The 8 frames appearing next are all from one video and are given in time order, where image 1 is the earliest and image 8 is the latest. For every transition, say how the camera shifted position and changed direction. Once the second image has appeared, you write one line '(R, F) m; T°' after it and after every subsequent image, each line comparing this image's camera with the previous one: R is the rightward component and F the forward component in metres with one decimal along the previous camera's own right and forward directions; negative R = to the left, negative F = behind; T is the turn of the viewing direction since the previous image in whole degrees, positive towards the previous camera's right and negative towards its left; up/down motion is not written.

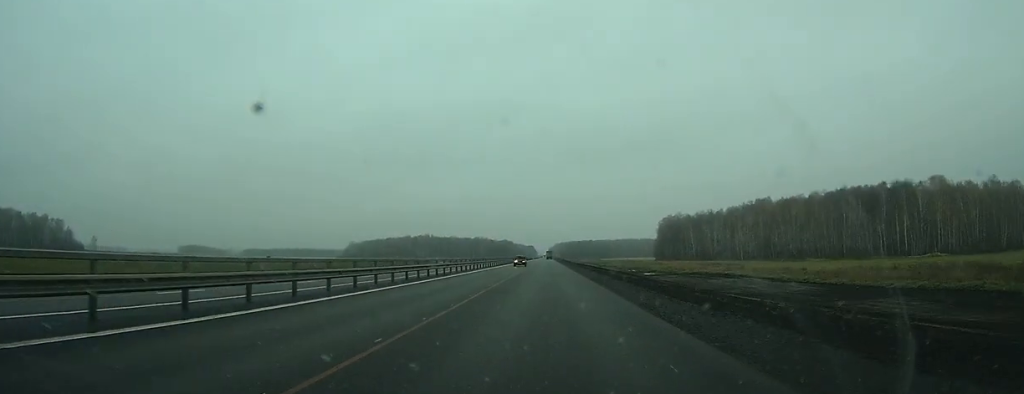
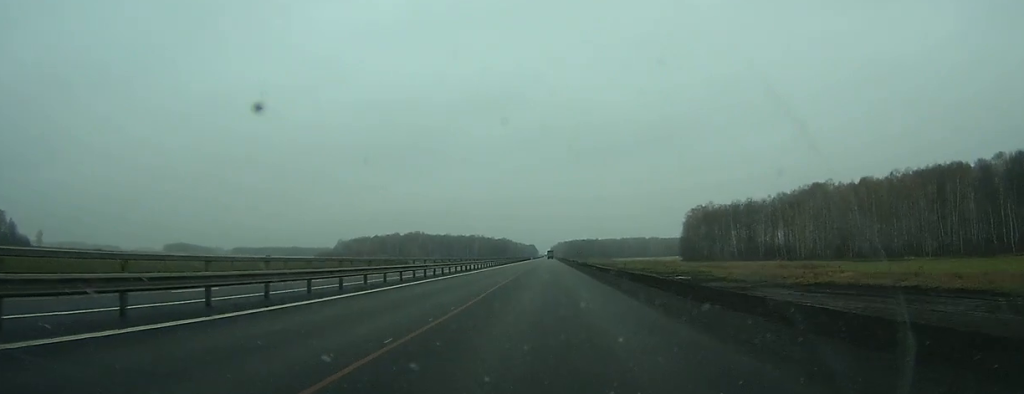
(-0.1, +58.3) m; 0°
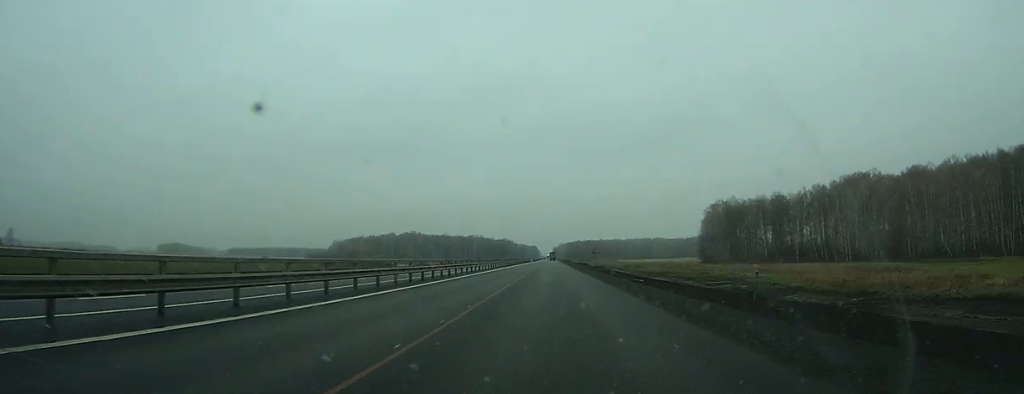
(-0.1, +28.1) m; 0°
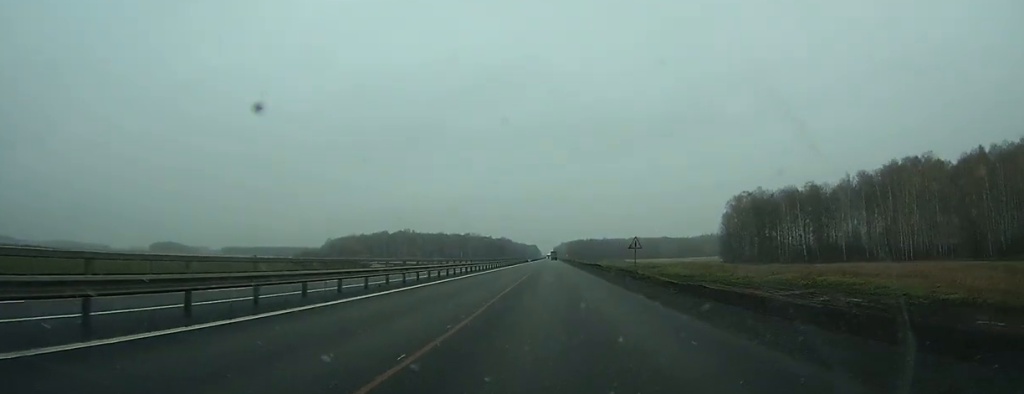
(-0.1, +28.0) m; 0°
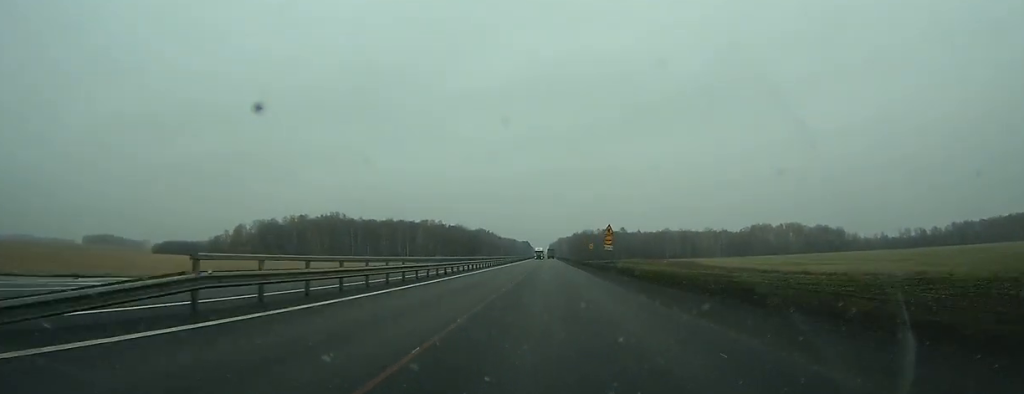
(+0.5, +179.0) m; 0°
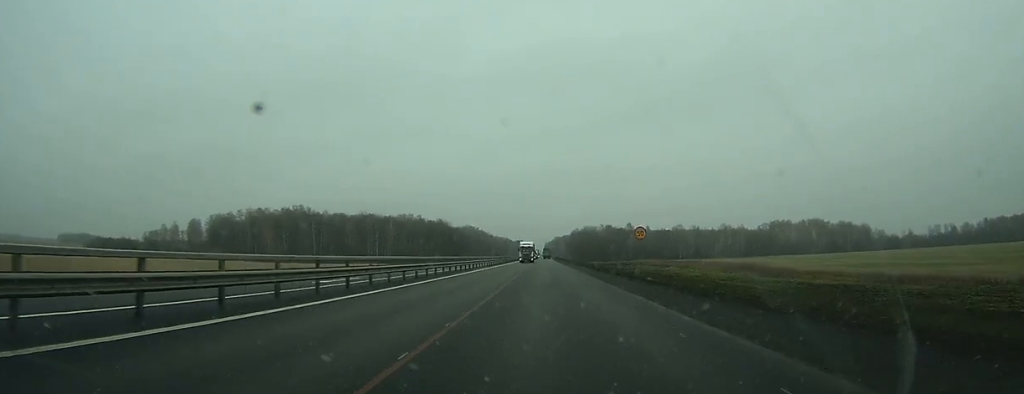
(-0.1, +55.5) m; 0°
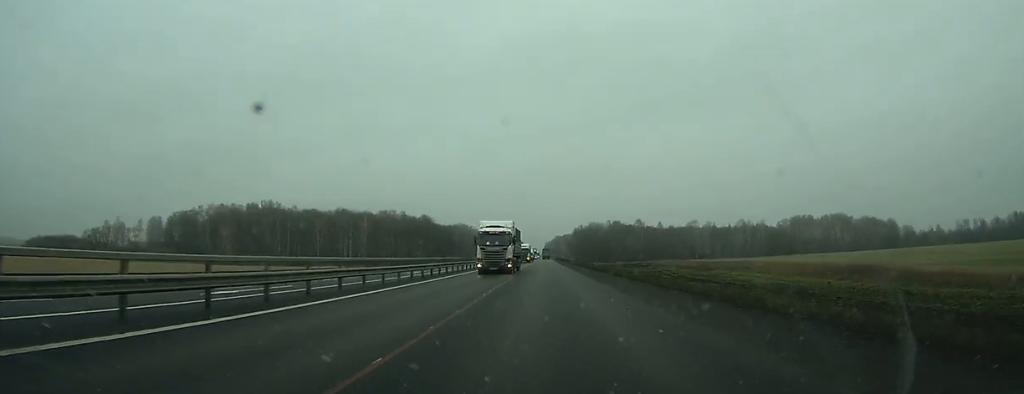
(+0.1, +40.8) m; 0°
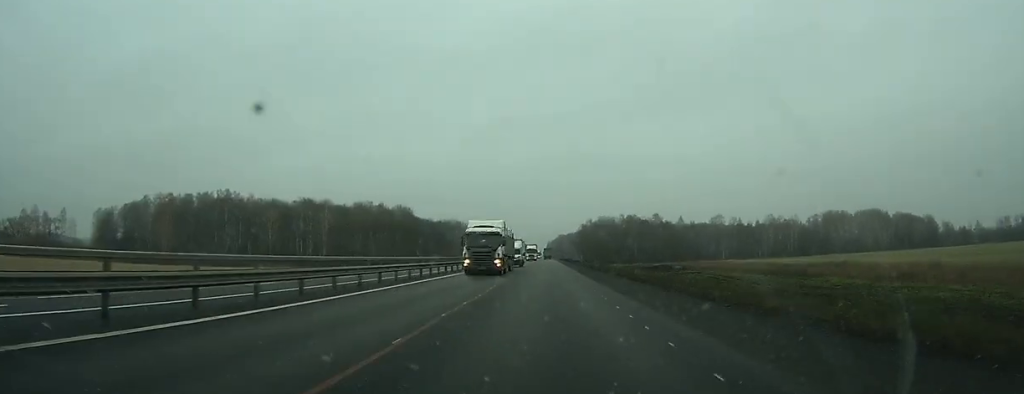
(0.0, +46.6) m; 0°
